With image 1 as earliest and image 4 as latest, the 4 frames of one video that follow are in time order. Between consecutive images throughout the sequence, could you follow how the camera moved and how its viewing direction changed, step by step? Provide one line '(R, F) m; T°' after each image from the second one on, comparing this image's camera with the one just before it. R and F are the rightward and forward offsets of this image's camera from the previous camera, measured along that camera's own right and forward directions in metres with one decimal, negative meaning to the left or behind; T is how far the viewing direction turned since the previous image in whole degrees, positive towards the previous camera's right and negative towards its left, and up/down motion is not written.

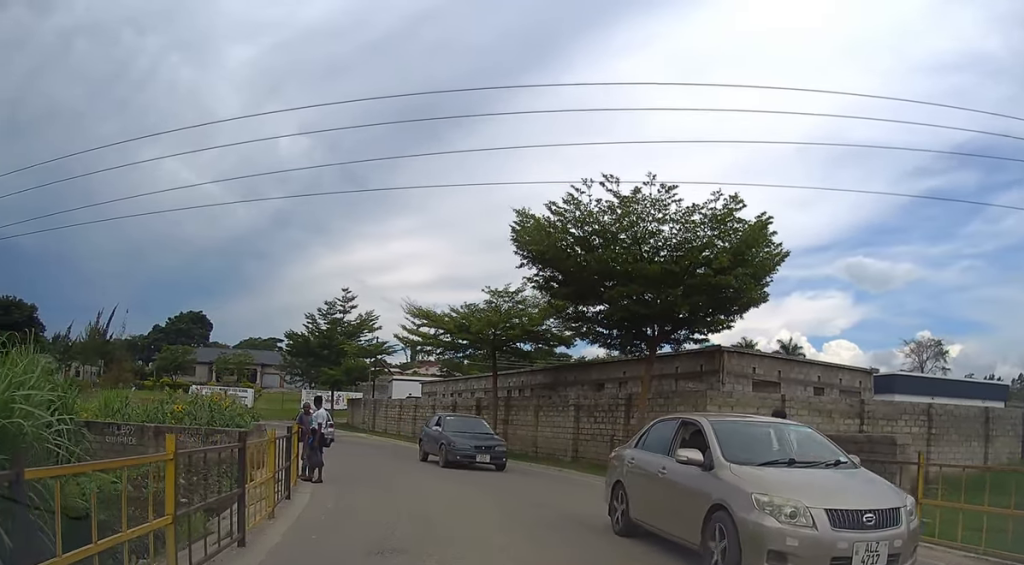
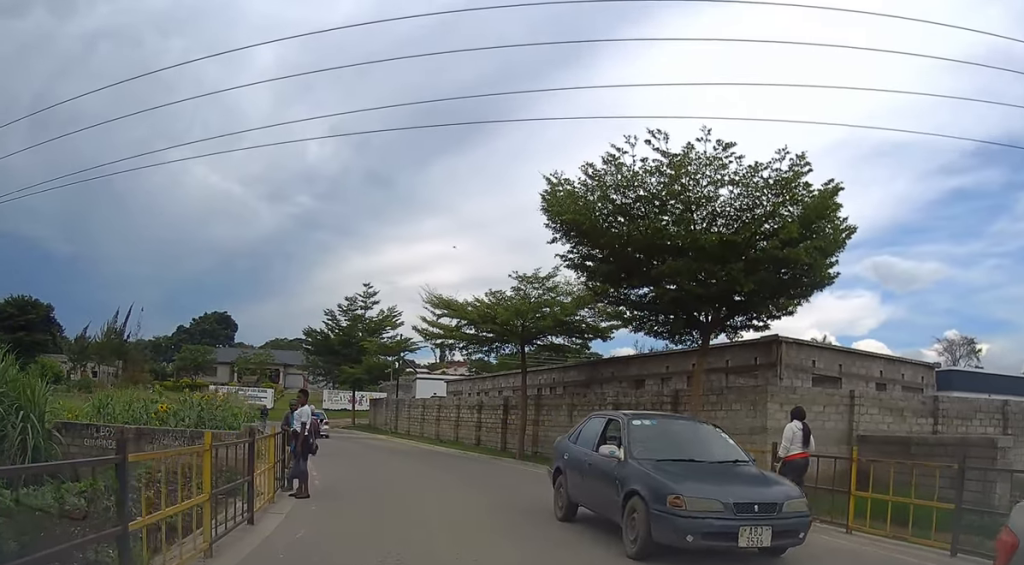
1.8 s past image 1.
(0.0, +2.6) m; -2°
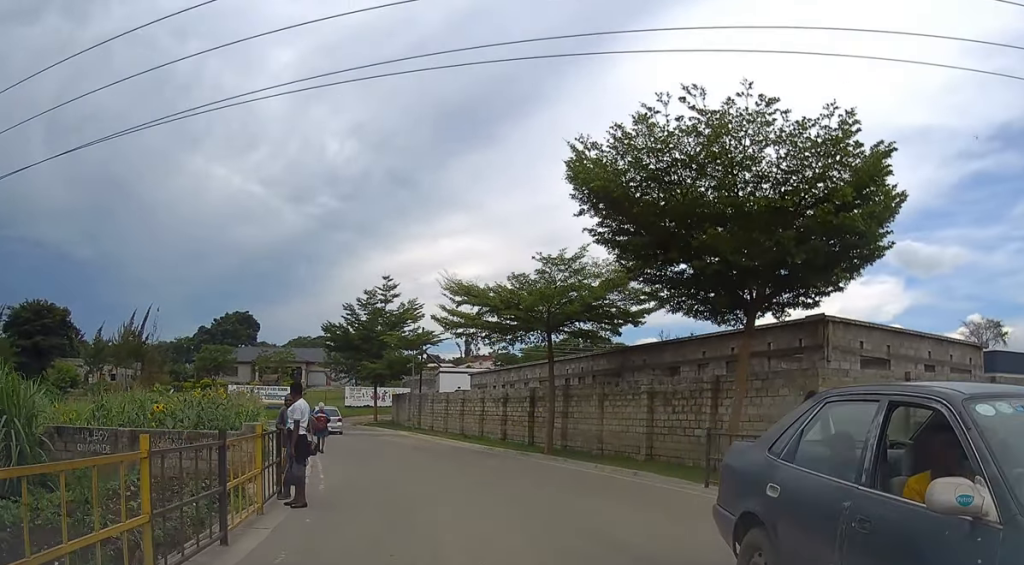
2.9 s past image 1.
(-0.1, +1.6) m; -4°
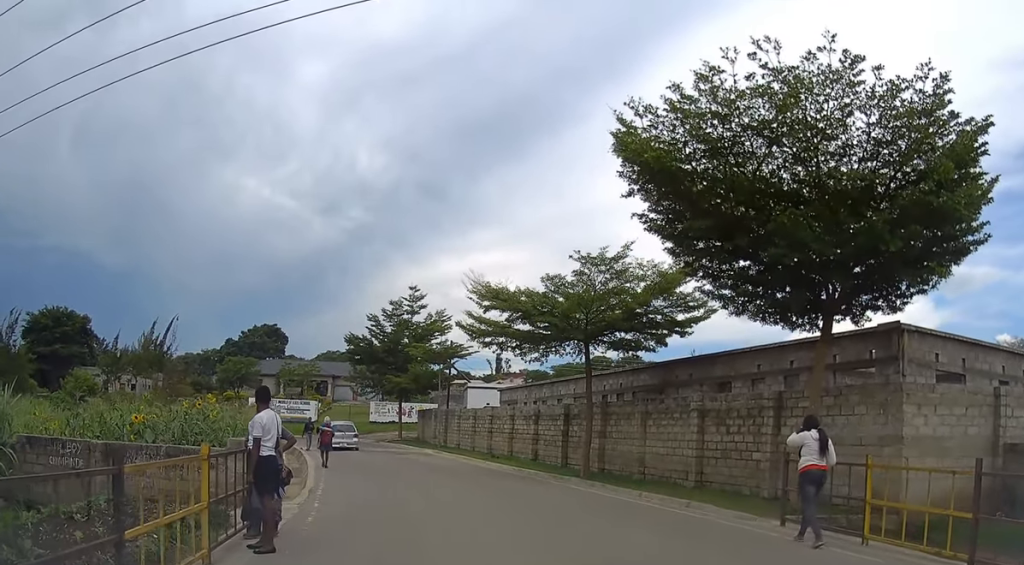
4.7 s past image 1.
(0.0, +2.5) m; 0°
